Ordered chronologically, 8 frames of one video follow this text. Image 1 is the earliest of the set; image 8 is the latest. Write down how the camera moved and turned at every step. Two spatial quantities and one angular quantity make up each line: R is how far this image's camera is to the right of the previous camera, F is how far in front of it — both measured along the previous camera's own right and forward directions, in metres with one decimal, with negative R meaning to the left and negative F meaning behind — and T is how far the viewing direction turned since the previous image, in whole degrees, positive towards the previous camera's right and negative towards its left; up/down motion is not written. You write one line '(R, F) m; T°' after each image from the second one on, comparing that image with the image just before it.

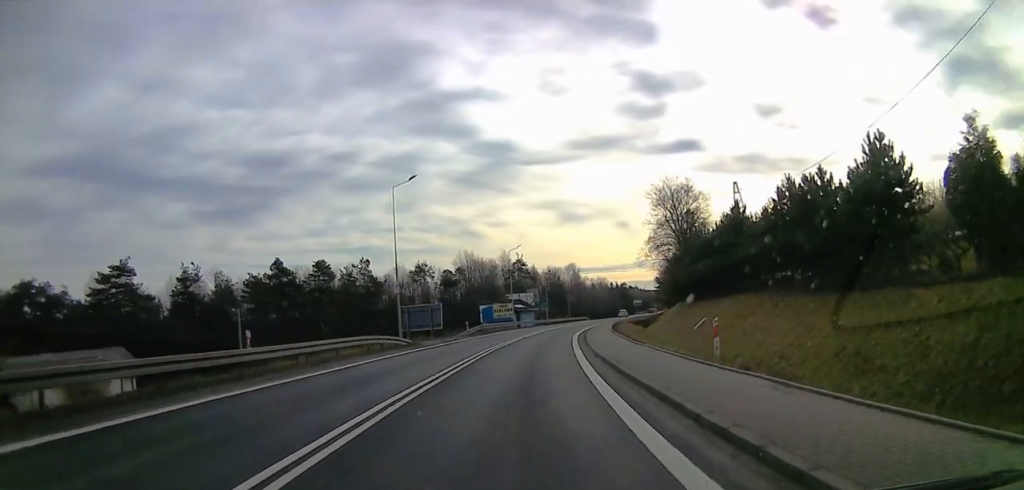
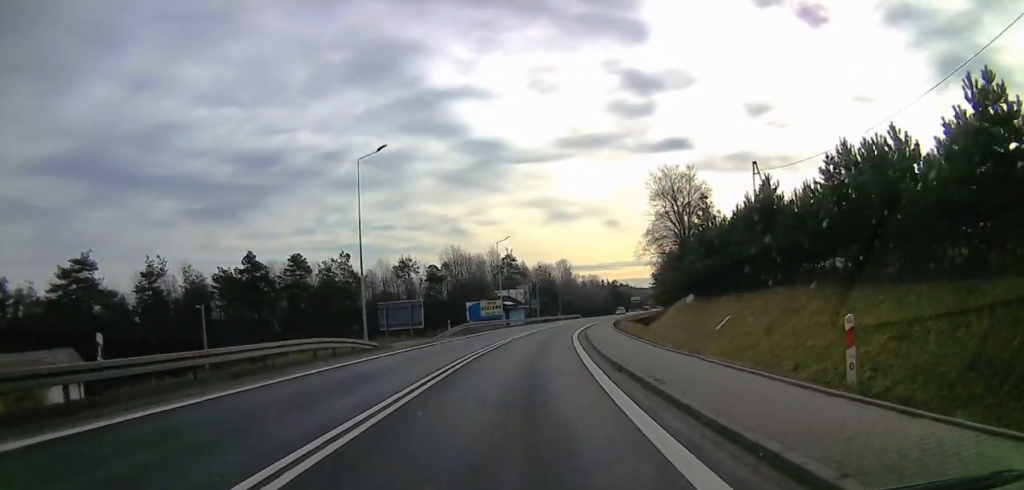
(-0.5, +6.5) m; +1°
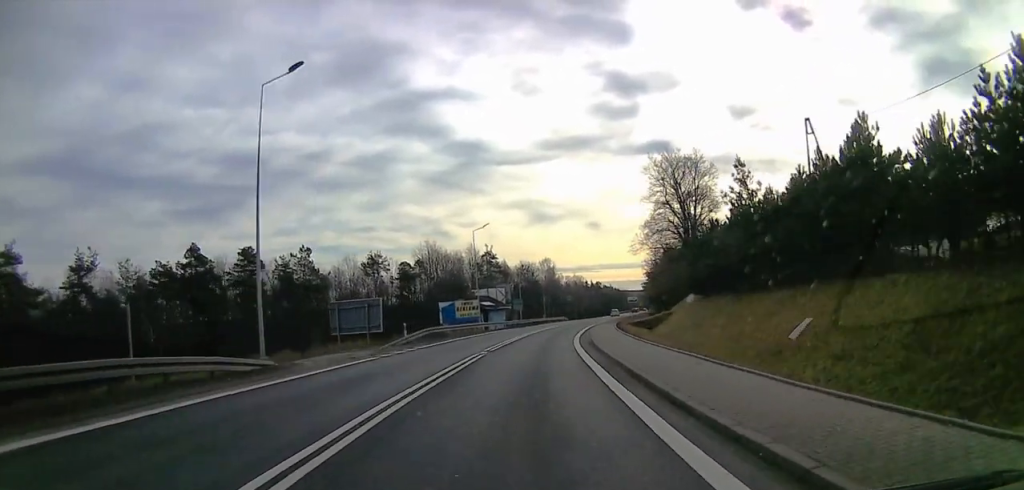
(+1.0, +11.3) m; +4°
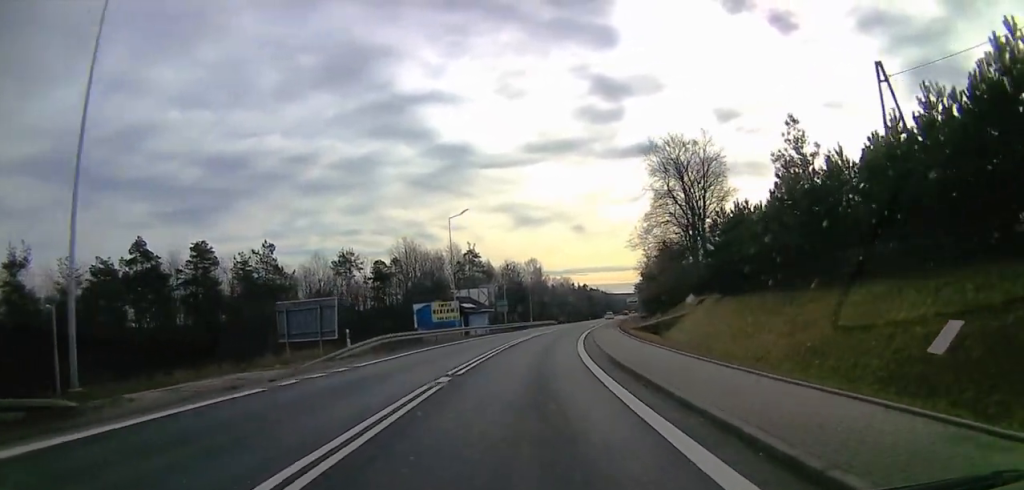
(+0.2, +9.2) m; +2°
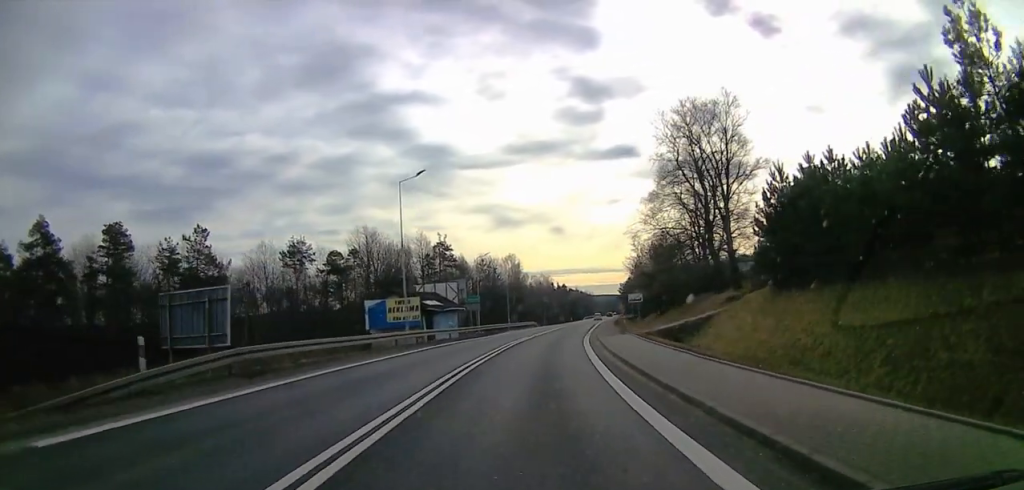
(+0.1, +13.5) m; +1°
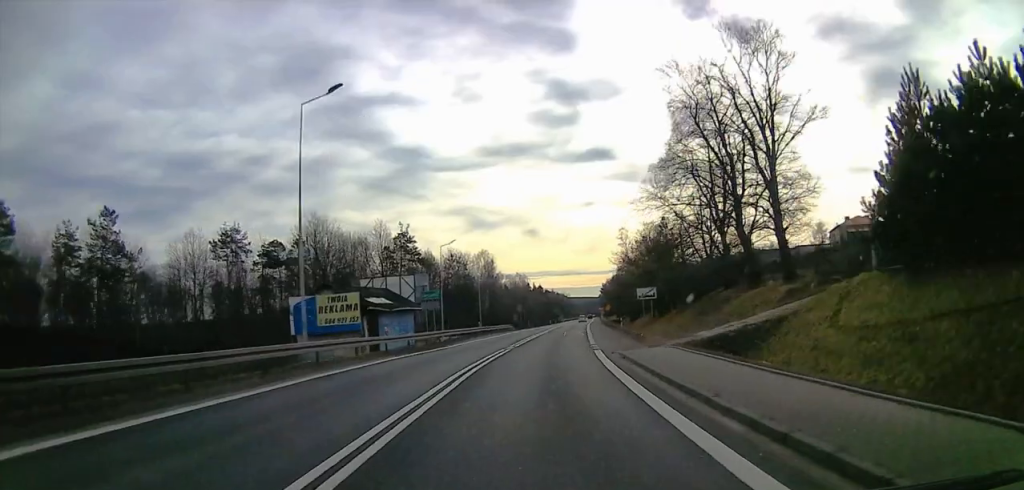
(0.0, +13.7) m; +4°
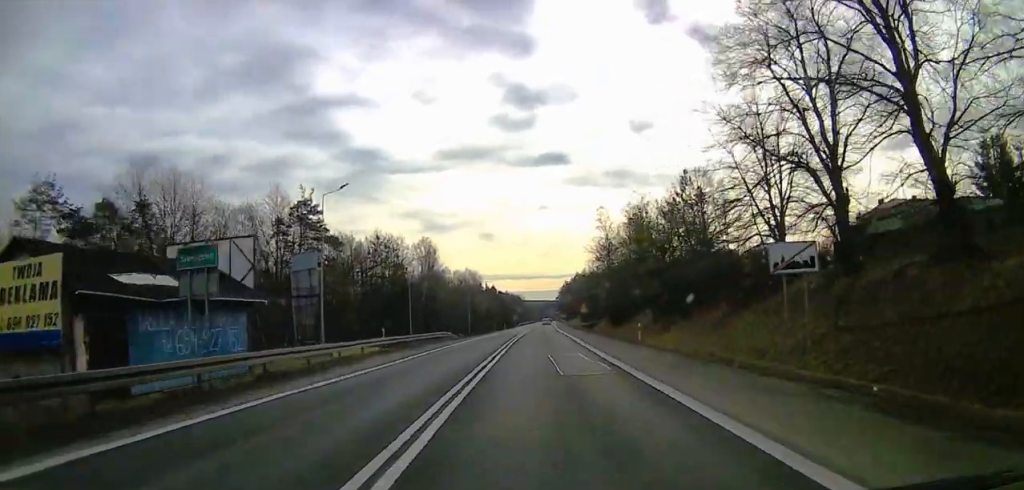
(+0.8, +27.0) m; +2°
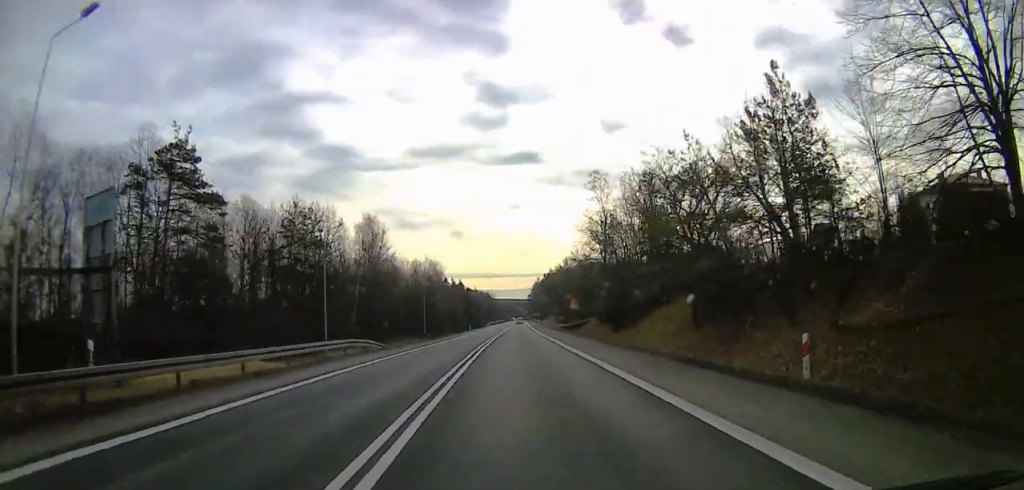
(+0.8, +22.2) m; +5°
